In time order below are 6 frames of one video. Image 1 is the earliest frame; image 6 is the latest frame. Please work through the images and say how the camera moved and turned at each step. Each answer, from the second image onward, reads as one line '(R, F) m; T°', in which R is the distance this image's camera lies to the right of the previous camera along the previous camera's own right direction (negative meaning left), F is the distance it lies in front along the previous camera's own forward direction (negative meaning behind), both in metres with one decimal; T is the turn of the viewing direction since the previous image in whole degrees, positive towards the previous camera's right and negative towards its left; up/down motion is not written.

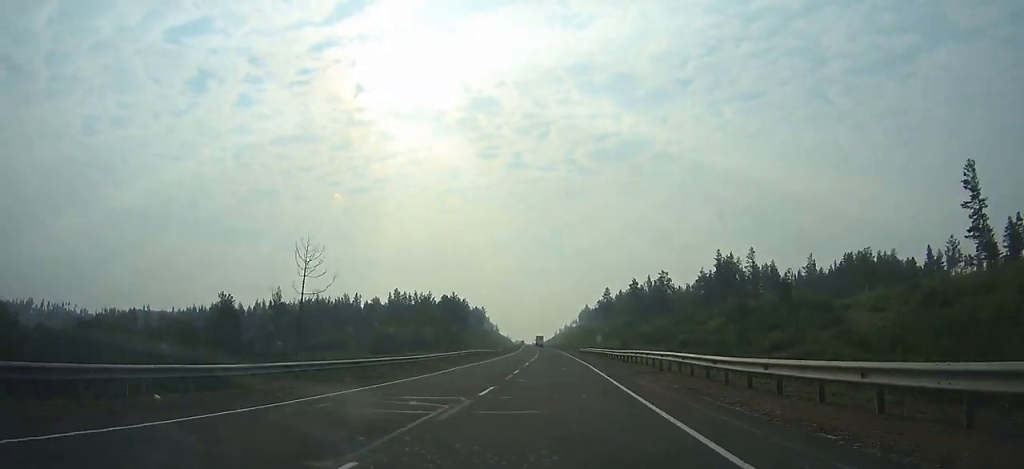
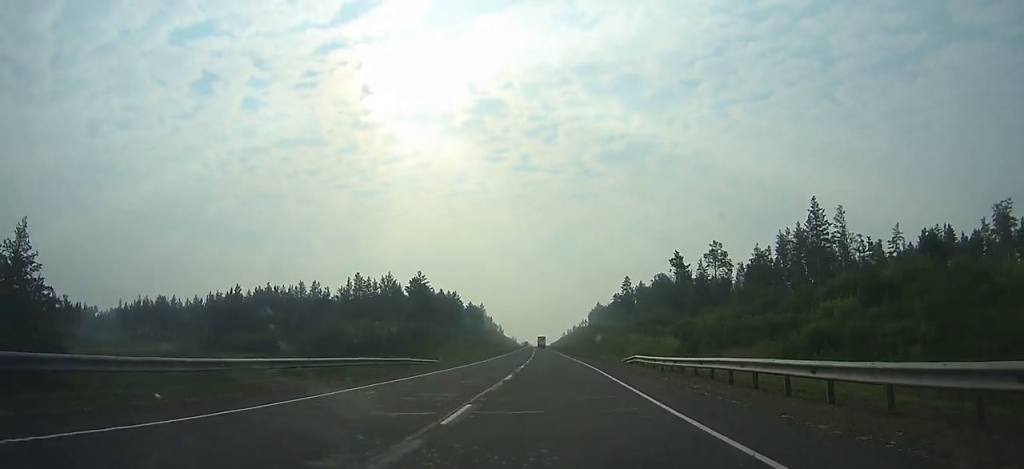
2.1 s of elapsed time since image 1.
(-0.9, +53.8) m; -1°
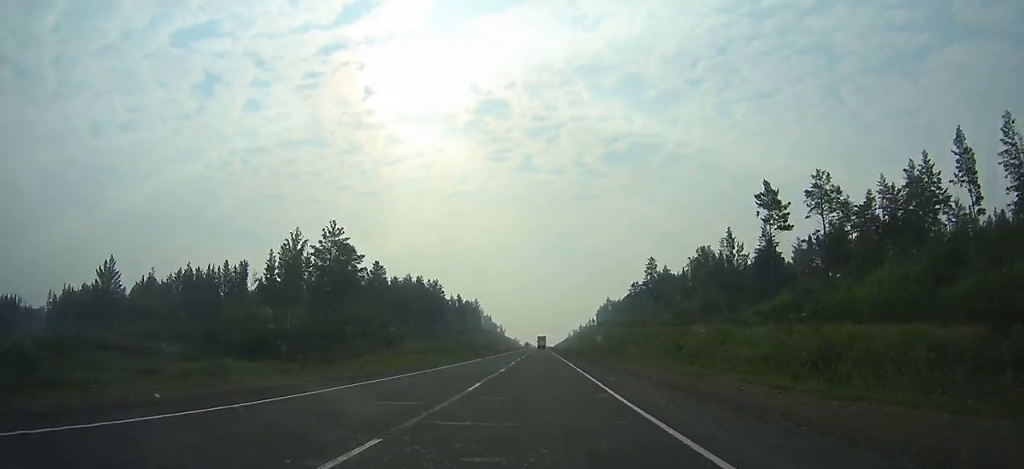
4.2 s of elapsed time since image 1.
(-0.6, +52.3) m; -1°
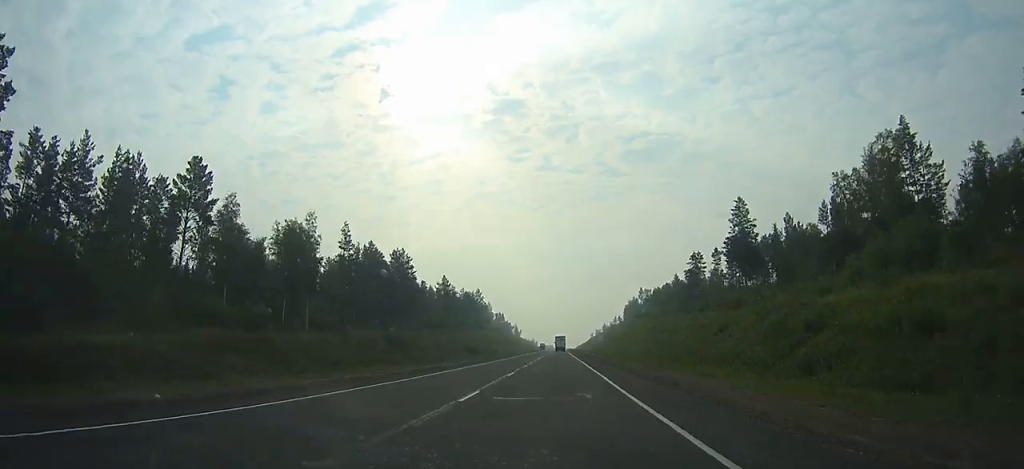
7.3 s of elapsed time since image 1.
(-1.0, +73.2) m; -1°
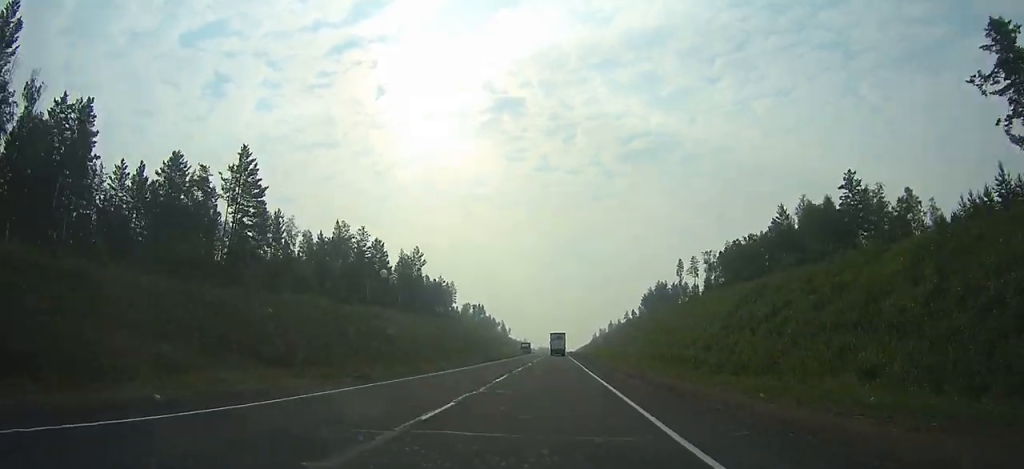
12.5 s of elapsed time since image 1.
(-0.2, +114.6) m; 0°
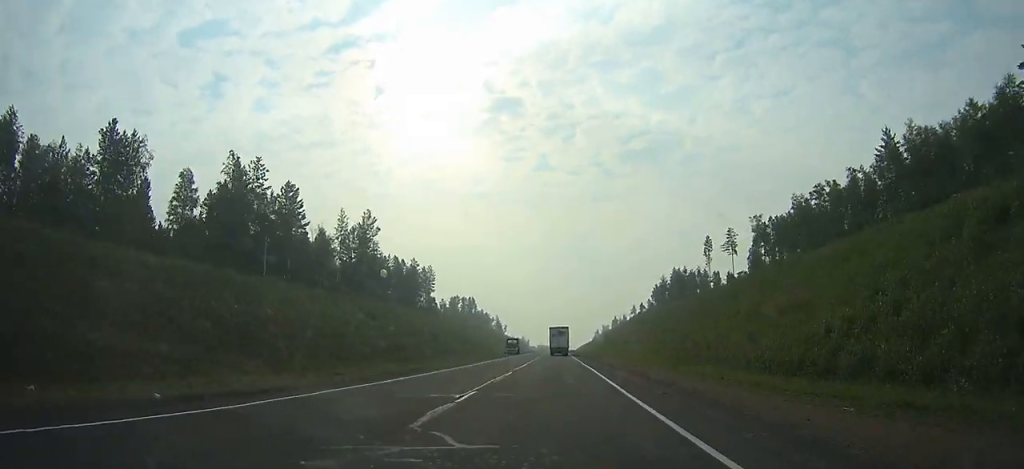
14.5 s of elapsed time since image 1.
(0.0, +43.9) m; 0°
